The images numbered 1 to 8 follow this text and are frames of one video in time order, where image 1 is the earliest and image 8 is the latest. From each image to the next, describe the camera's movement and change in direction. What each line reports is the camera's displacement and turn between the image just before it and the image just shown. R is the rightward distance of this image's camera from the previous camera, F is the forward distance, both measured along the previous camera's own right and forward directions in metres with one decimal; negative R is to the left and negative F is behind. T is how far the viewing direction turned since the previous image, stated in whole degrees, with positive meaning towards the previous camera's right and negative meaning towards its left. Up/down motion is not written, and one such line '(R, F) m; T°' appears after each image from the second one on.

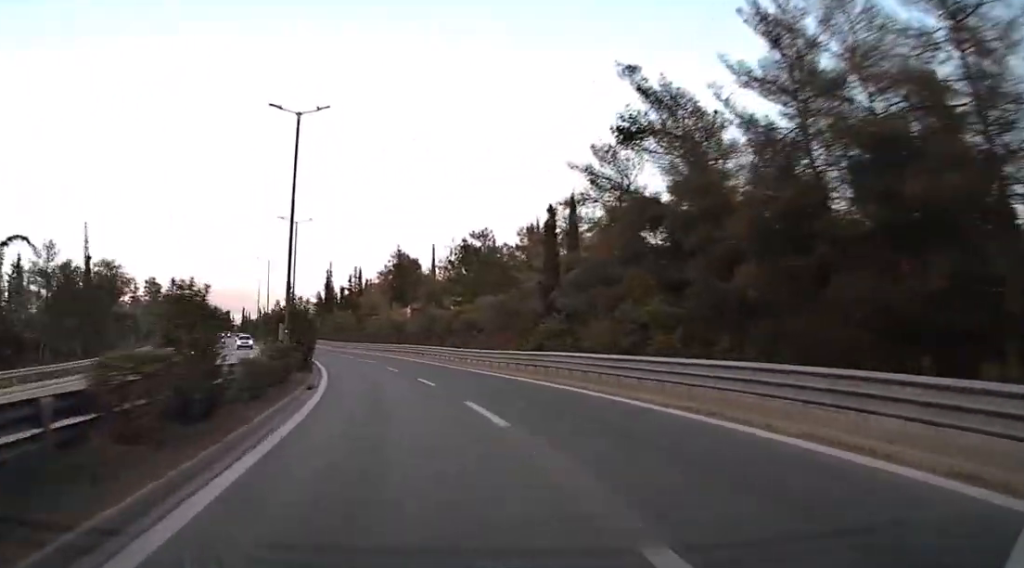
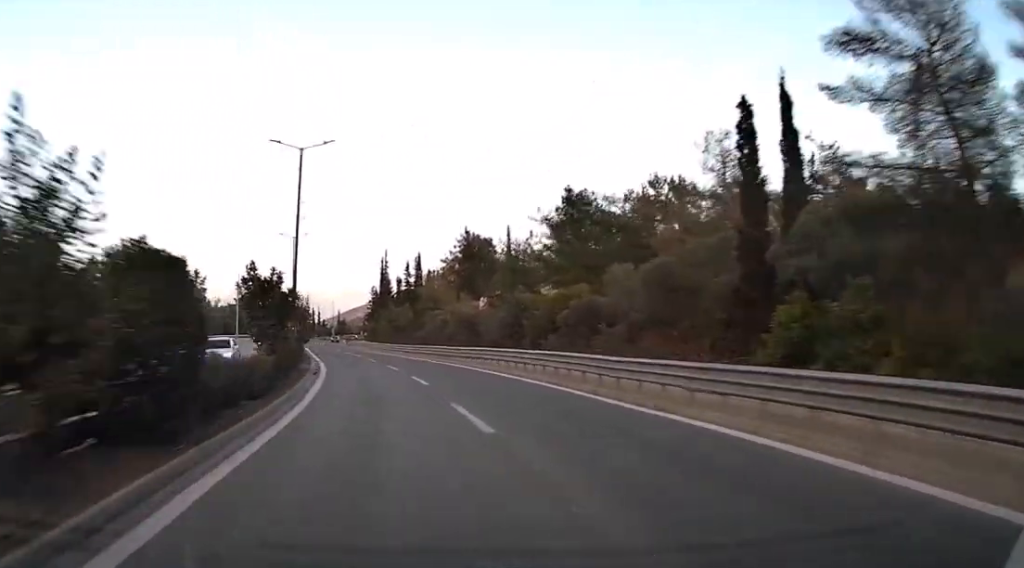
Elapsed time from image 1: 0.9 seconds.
(-0.8, +23.6) m; -4°
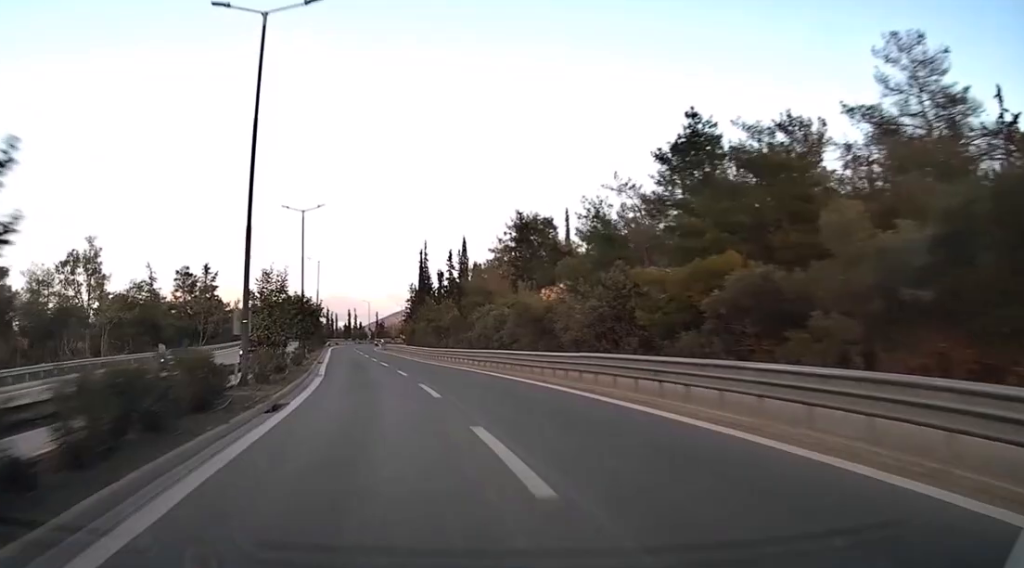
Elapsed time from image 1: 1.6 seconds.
(-0.2, +16.9) m; -3°
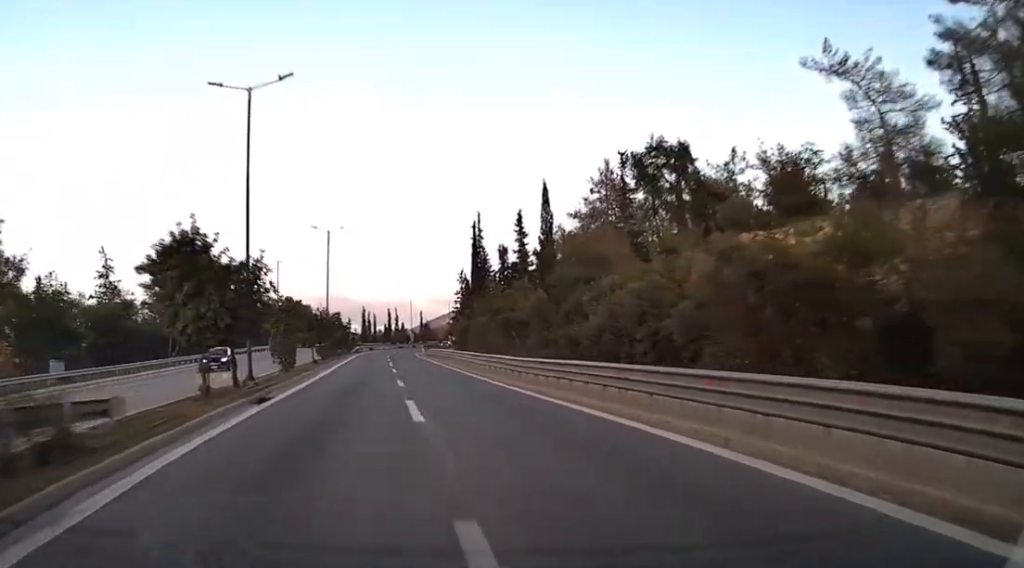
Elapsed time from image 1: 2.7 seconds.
(-1.6, +28.8) m; -5°
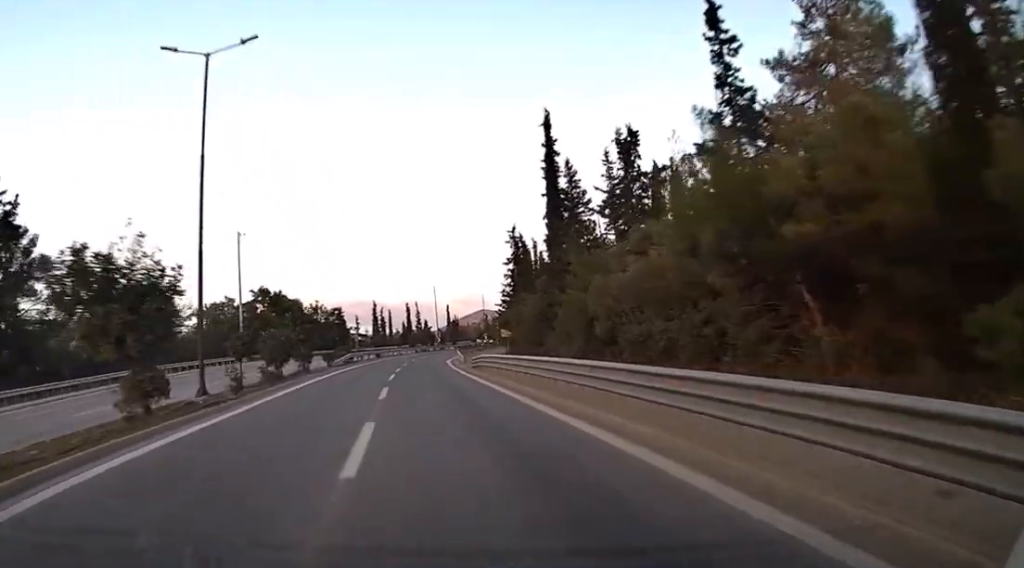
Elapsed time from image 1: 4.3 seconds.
(-1.8, +40.5) m; -3°
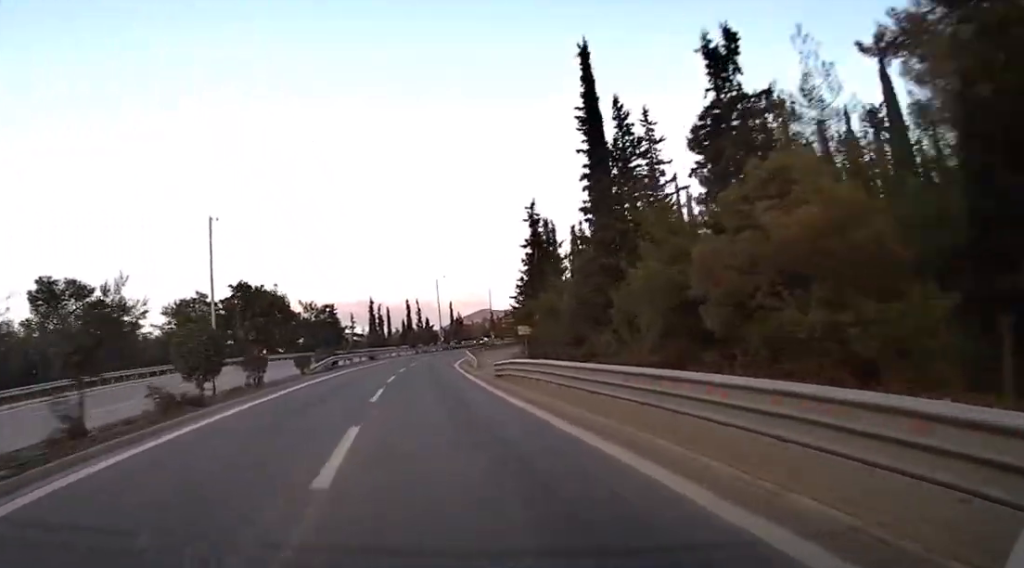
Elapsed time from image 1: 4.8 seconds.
(-0.1, +11.8) m; 0°
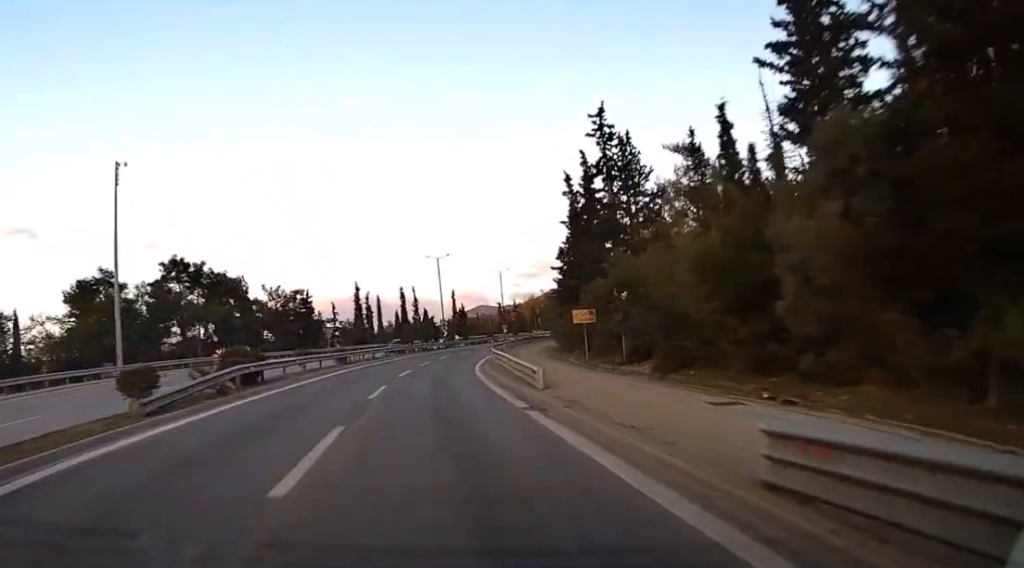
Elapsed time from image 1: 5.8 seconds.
(+0.2, +24.4) m; 0°
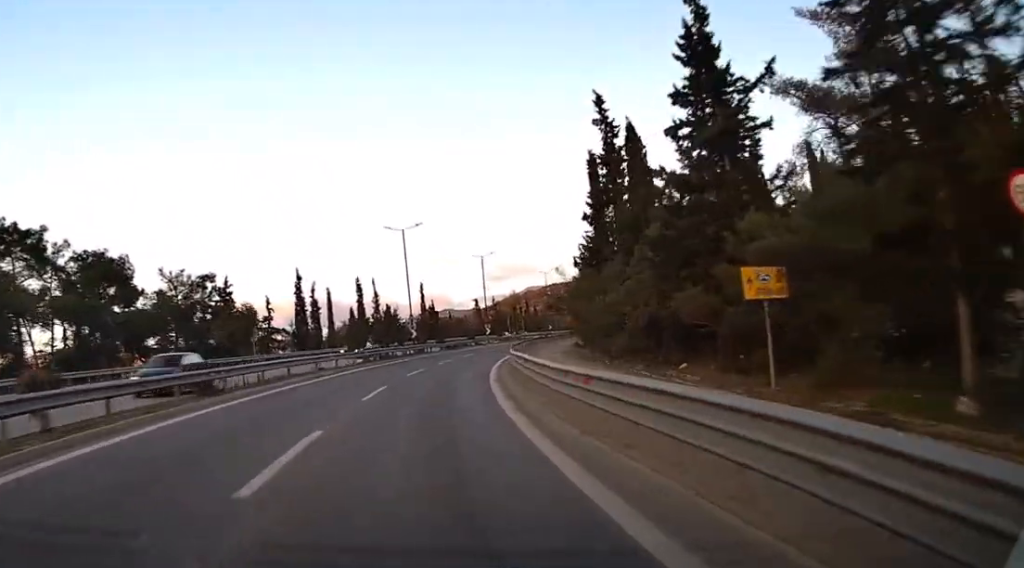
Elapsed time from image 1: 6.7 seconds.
(-0.2, +24.3) m; 0°
